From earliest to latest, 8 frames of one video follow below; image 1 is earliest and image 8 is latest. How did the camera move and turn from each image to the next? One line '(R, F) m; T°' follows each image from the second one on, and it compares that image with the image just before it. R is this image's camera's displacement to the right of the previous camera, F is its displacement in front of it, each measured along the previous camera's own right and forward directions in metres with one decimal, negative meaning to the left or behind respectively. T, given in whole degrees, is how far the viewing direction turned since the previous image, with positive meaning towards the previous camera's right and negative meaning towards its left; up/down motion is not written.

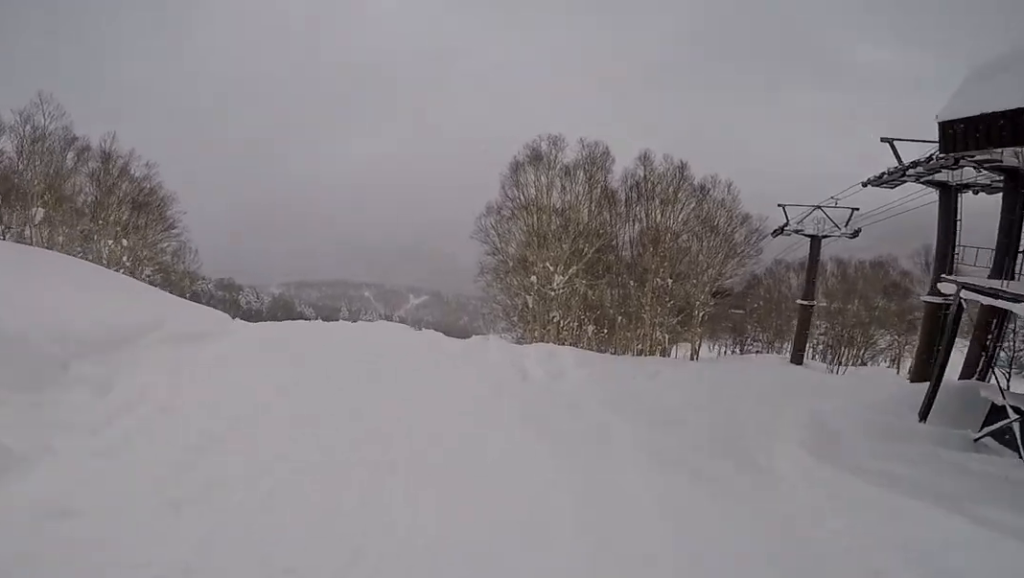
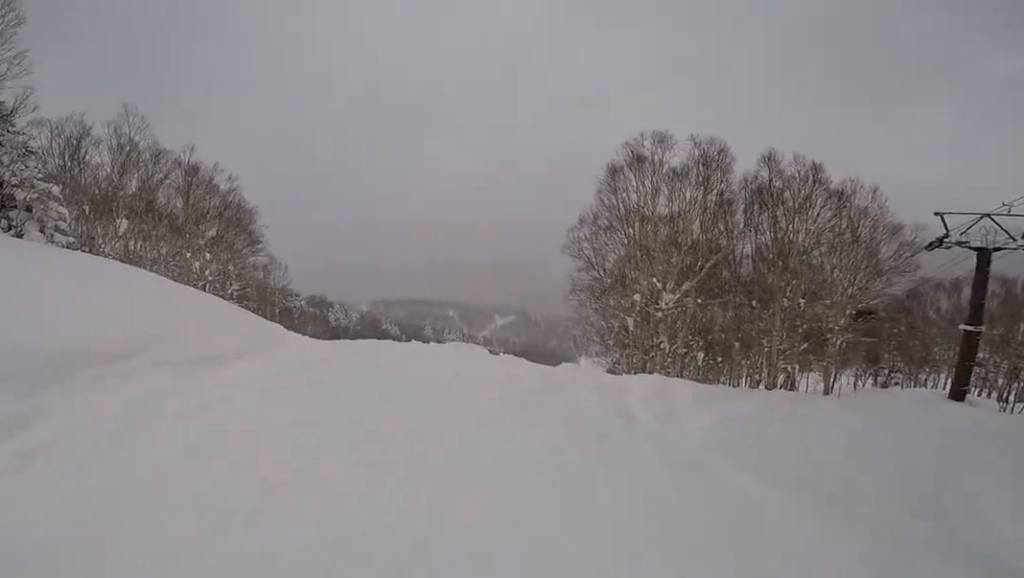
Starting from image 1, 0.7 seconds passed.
(-0.1, +2.4) m; -10°
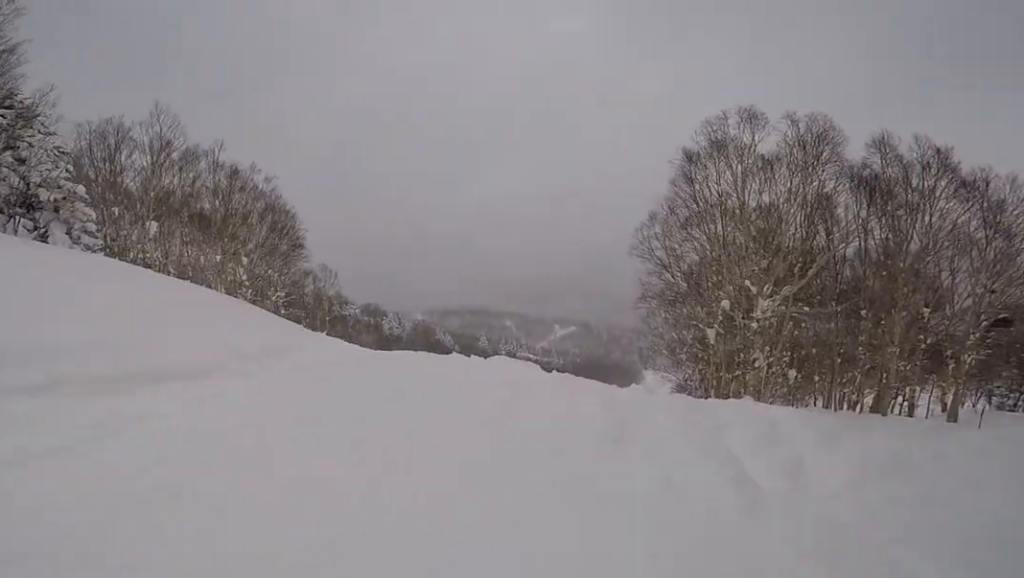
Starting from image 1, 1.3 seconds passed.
(-0.6, +2.9) m; -11°
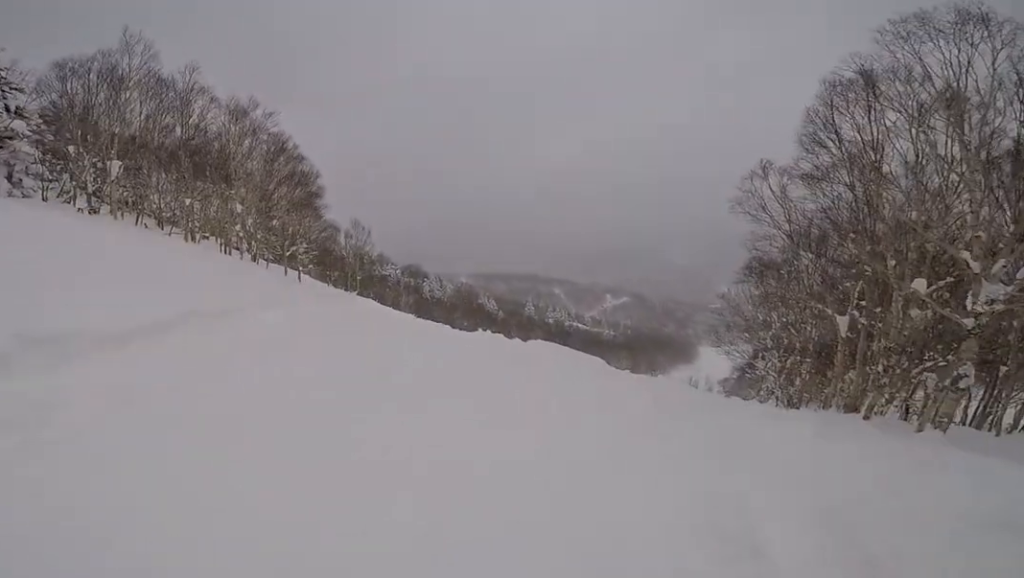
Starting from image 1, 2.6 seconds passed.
(-0.8, +5.9) m; -23°
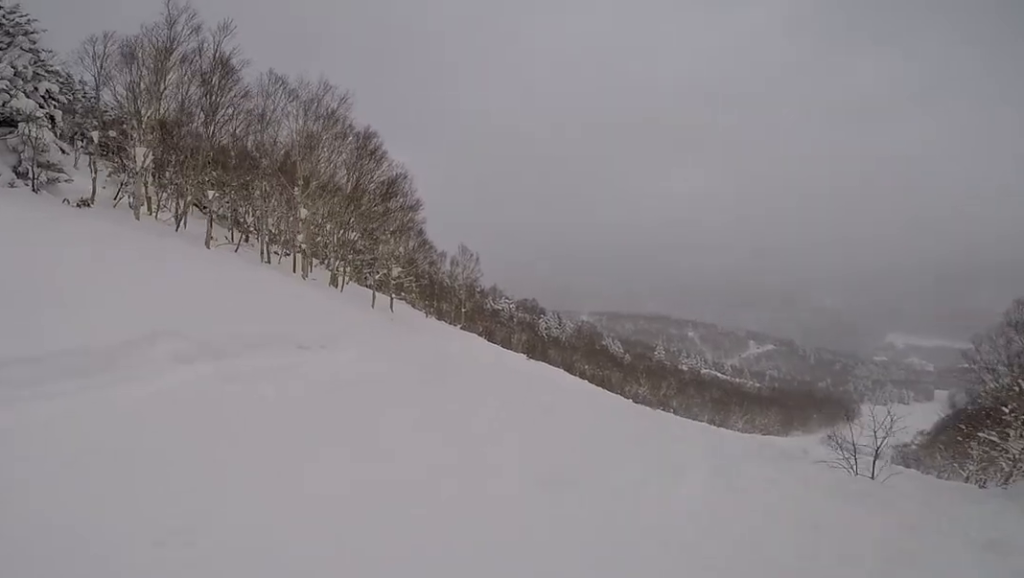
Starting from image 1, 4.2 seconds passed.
(-2.2, +6.9) m; -5°
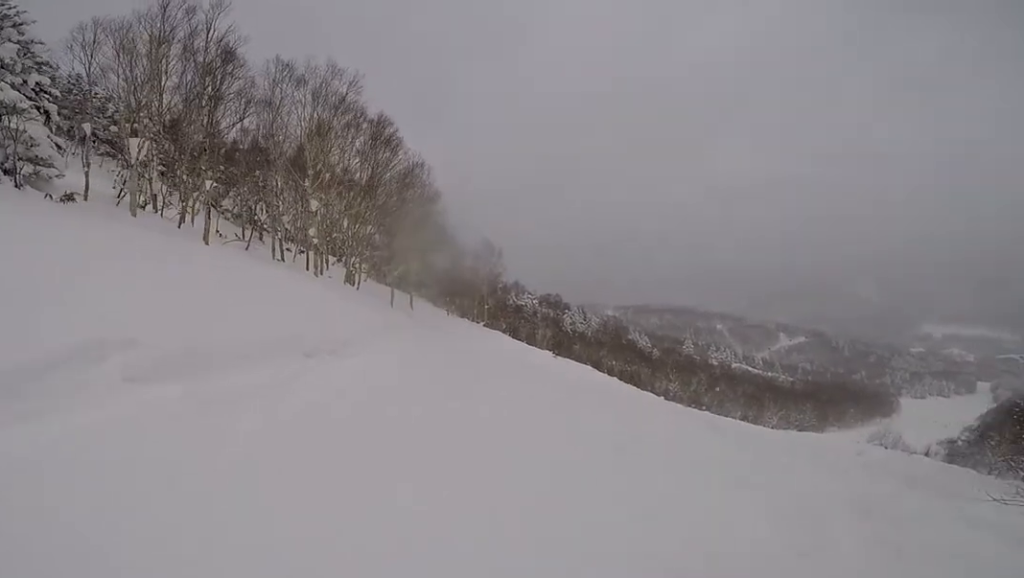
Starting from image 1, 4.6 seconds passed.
(+0.2, +1.7) m; +3°
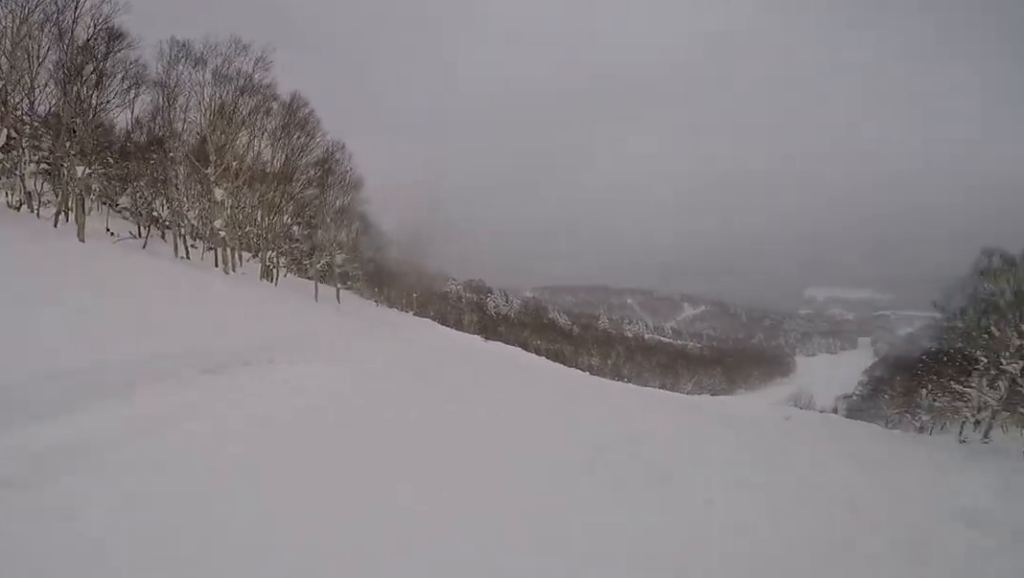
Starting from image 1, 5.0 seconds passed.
(+0.8, +1.8) m; +1°
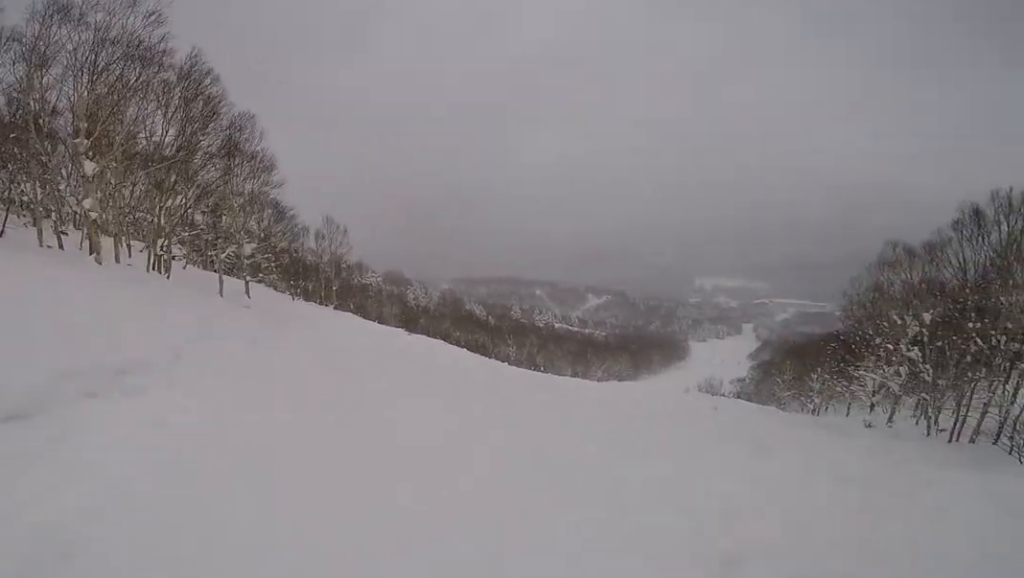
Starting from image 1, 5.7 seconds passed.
(0.0, +2.6) m; -2°
